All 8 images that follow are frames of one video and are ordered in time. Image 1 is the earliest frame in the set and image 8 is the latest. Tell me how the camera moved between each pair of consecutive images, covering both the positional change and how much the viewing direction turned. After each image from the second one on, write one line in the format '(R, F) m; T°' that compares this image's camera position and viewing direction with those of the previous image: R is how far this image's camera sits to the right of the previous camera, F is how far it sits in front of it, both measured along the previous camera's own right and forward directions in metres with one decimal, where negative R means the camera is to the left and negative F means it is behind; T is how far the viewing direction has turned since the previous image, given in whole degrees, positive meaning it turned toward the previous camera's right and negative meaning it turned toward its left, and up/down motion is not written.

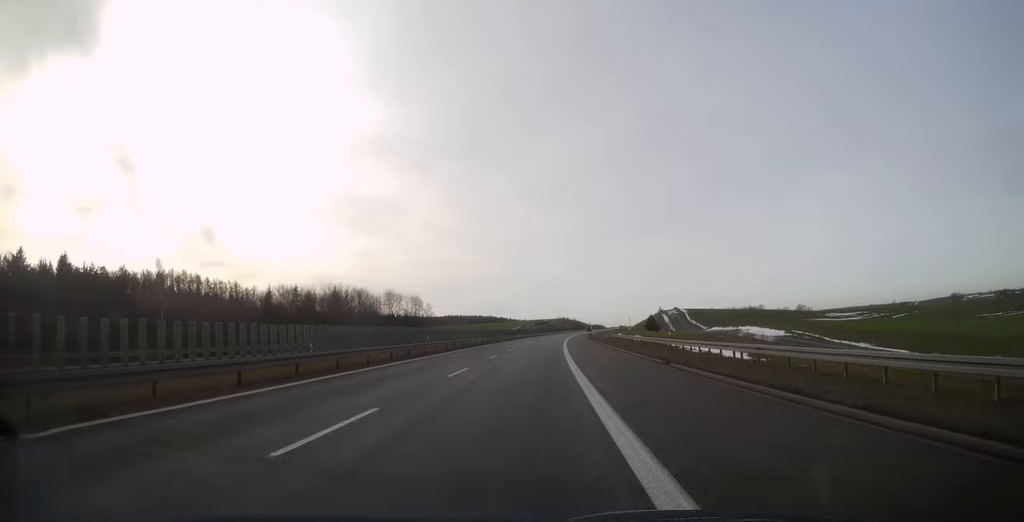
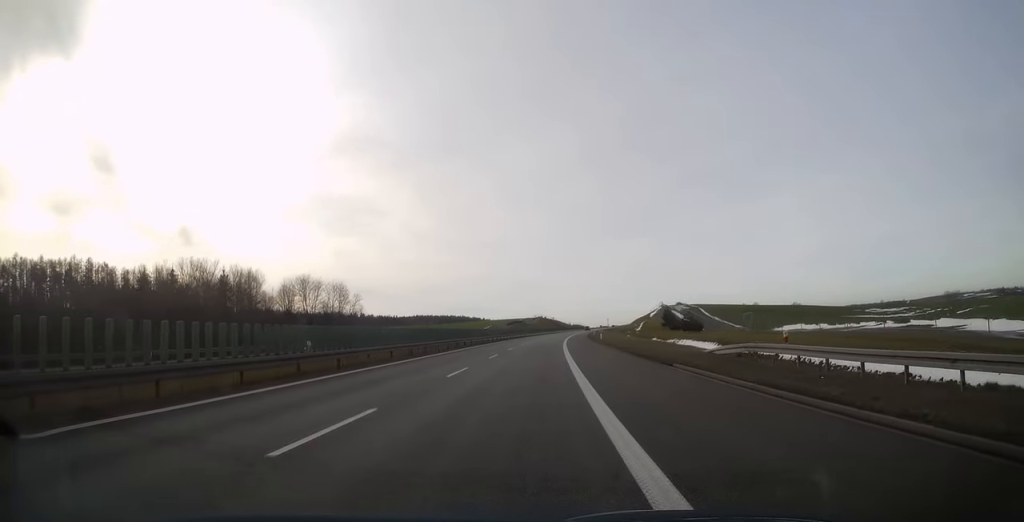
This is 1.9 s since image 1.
(+1.1, +59.1) m; +2°
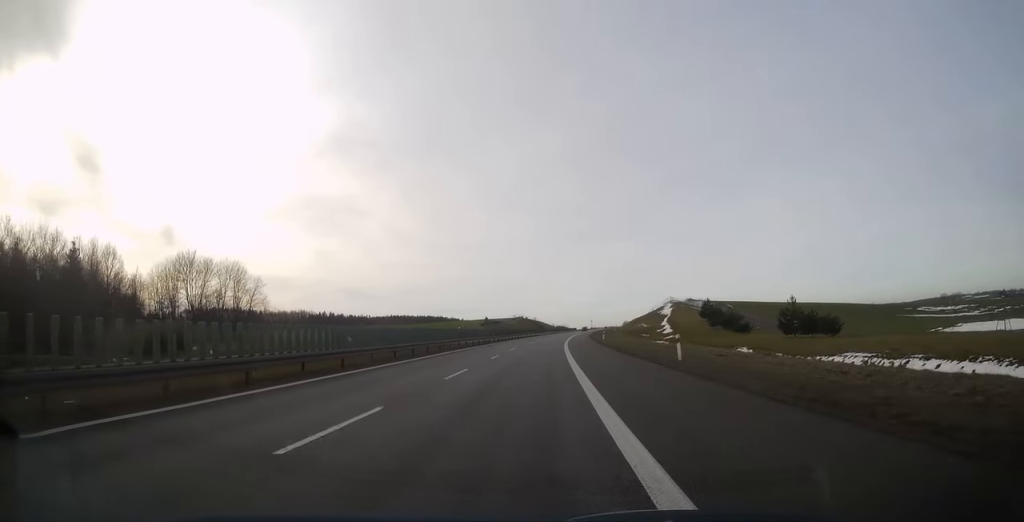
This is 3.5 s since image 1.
(+0.8, +47.3) m; +2°
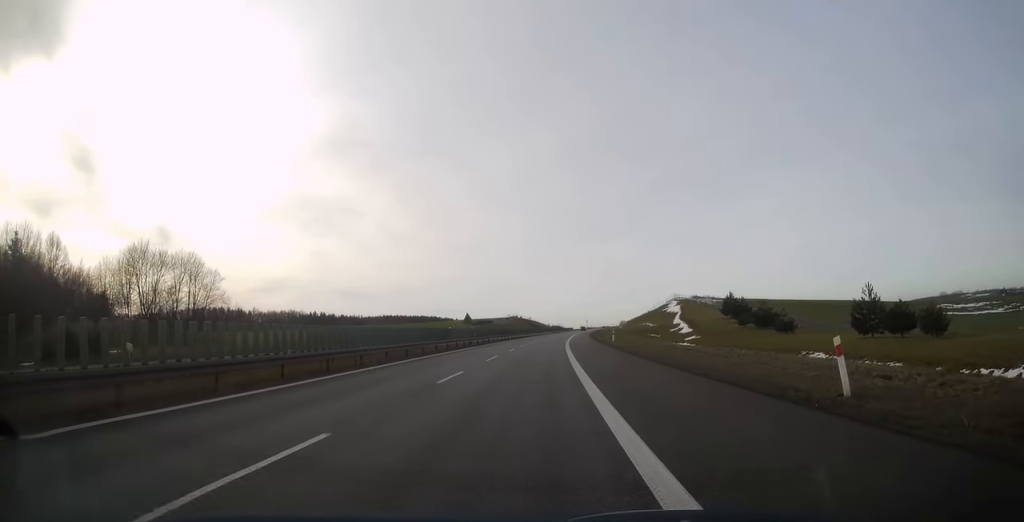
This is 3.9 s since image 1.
(+0.1, +13.7) m; +1°
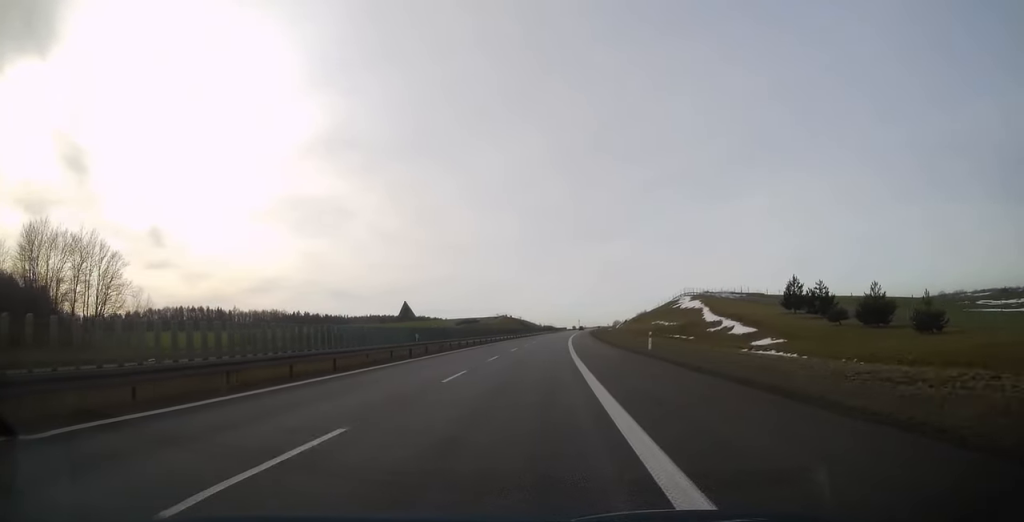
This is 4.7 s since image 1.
(+0.2, +23.4) m; +1°
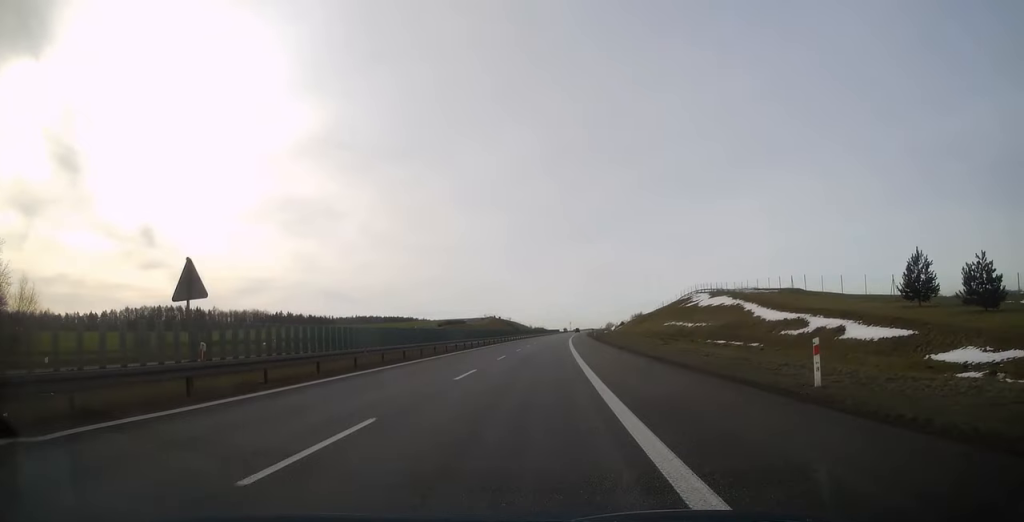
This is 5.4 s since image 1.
(+0.1, +21.9) m; 0°
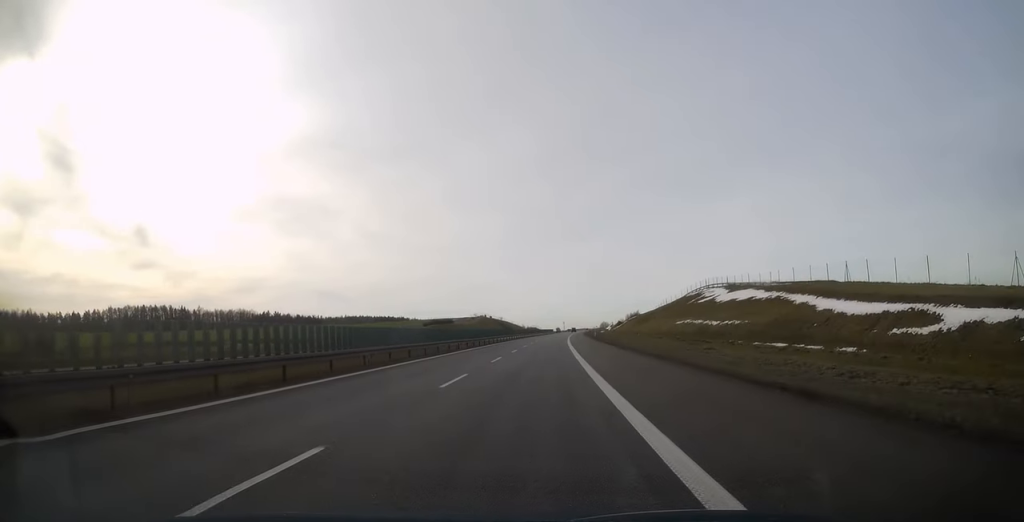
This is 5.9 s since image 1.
(0.0, +14.8) m; +1°
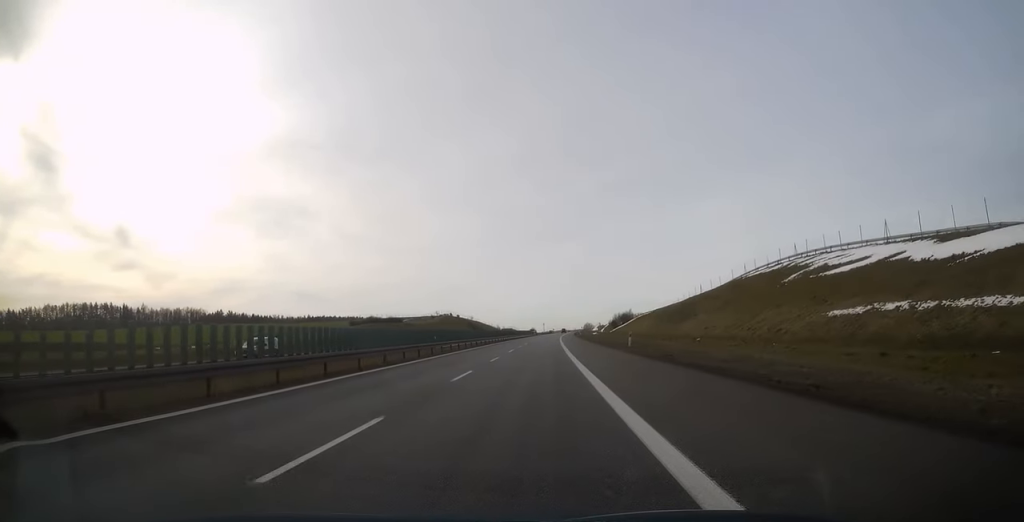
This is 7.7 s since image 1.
(+1.1, +56.1) m; +2°
